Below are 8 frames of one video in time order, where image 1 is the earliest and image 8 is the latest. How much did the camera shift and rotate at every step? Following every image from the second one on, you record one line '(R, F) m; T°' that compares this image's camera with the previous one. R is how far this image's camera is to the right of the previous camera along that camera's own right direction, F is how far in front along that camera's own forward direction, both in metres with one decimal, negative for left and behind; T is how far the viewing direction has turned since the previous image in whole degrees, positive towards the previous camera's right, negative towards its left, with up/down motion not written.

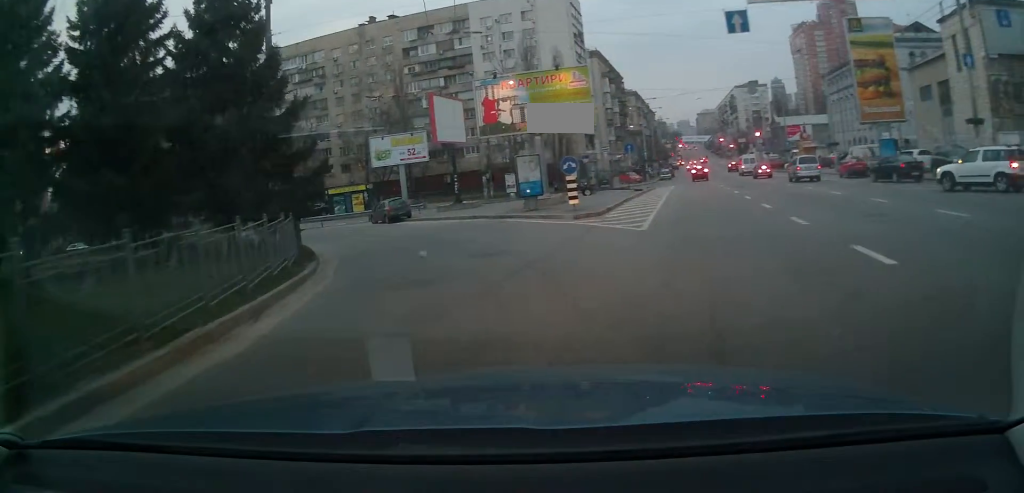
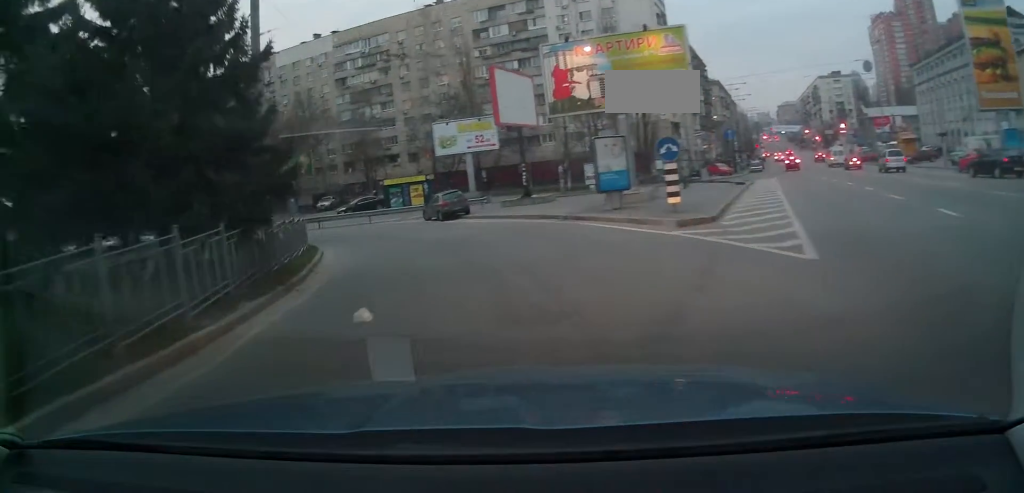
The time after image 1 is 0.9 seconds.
(0.0, +6.9) m; -5°
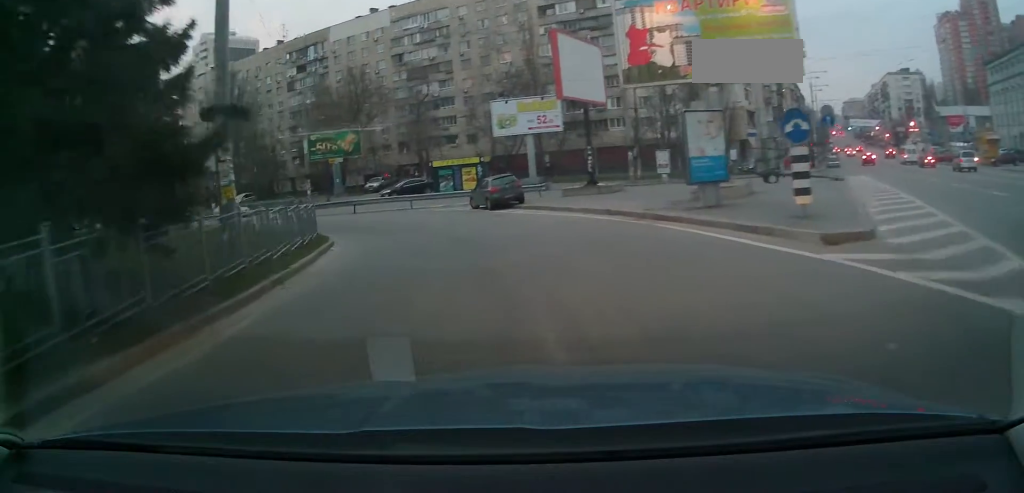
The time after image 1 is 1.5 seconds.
(-0.4, +5.6) m; -7°
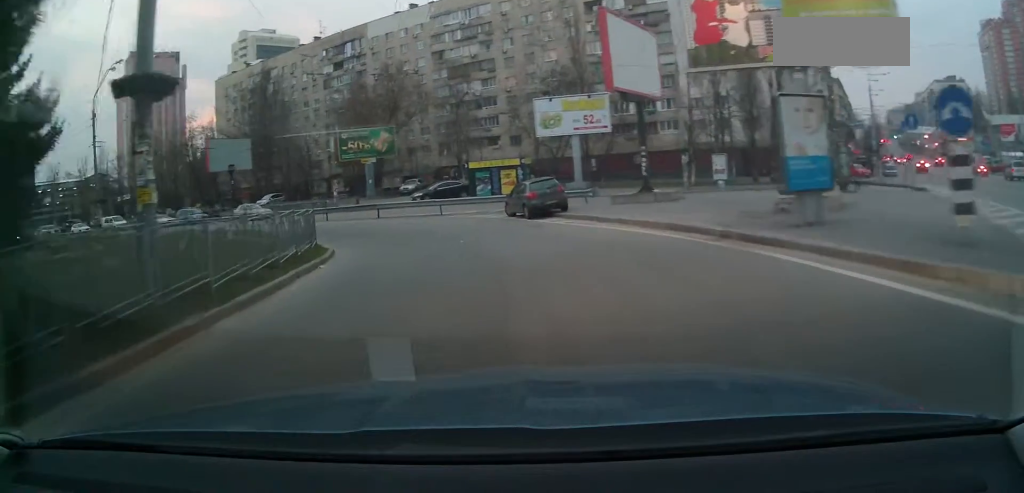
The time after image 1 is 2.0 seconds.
(0.0, +4.3) m; -6°
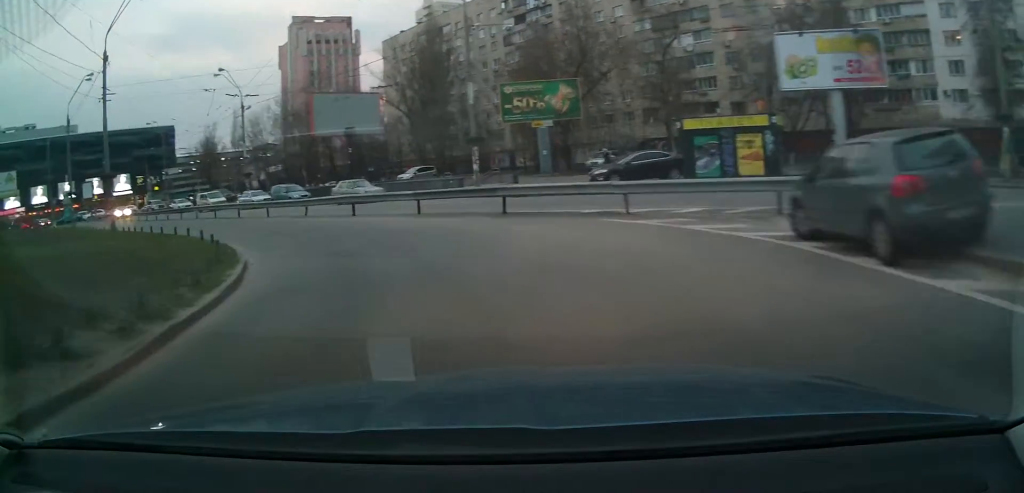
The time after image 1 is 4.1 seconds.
(-4.3, +17.5) m; -23°
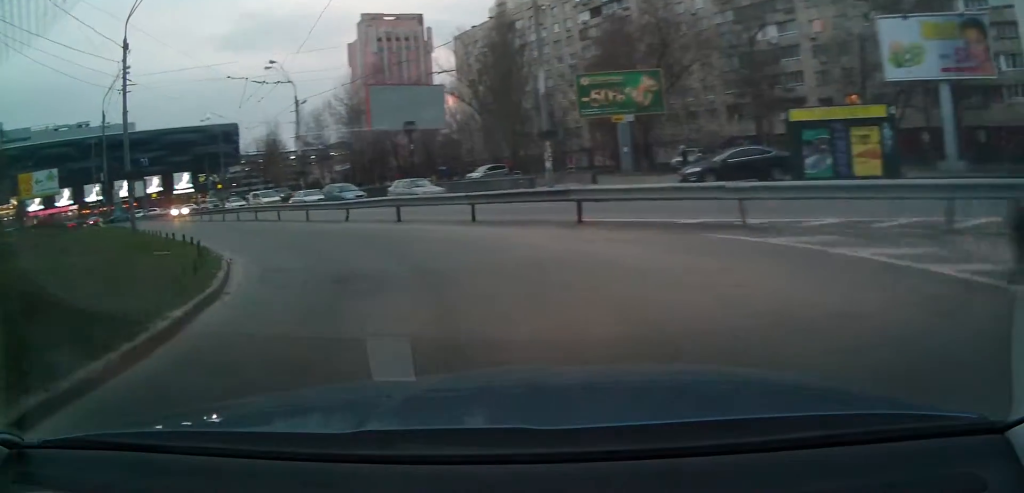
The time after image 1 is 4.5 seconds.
(+0.1, +4.2) m; -8°
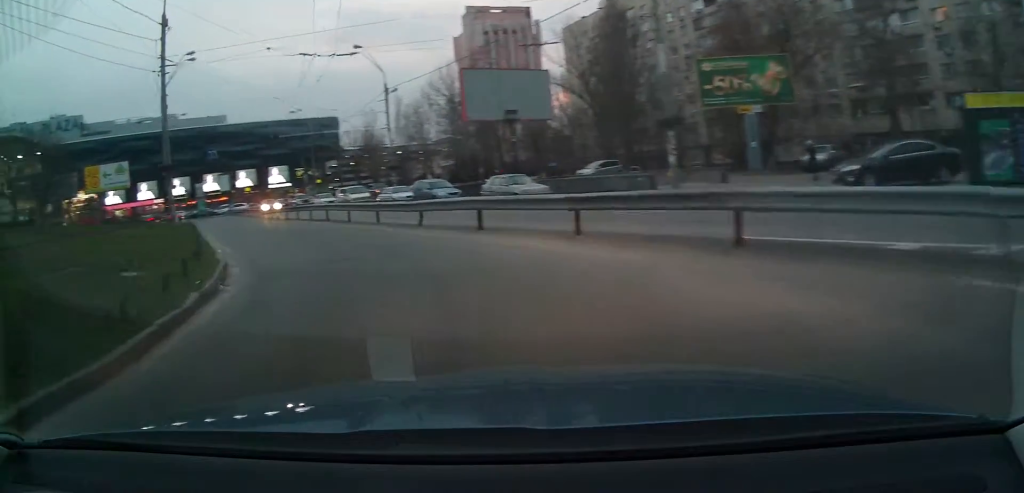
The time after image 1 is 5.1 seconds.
(+0.2, +4.9) m; -11°
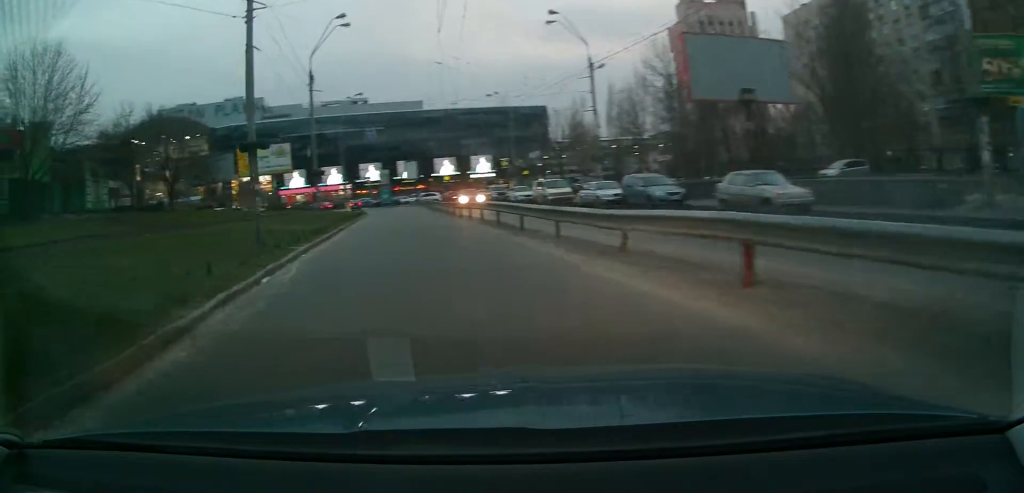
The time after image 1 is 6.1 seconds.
(-2.5, +8.2) m; -22°
